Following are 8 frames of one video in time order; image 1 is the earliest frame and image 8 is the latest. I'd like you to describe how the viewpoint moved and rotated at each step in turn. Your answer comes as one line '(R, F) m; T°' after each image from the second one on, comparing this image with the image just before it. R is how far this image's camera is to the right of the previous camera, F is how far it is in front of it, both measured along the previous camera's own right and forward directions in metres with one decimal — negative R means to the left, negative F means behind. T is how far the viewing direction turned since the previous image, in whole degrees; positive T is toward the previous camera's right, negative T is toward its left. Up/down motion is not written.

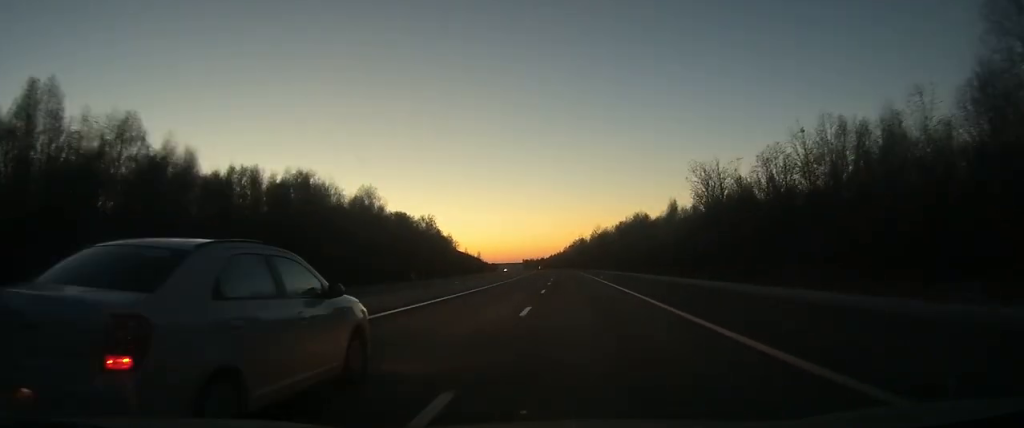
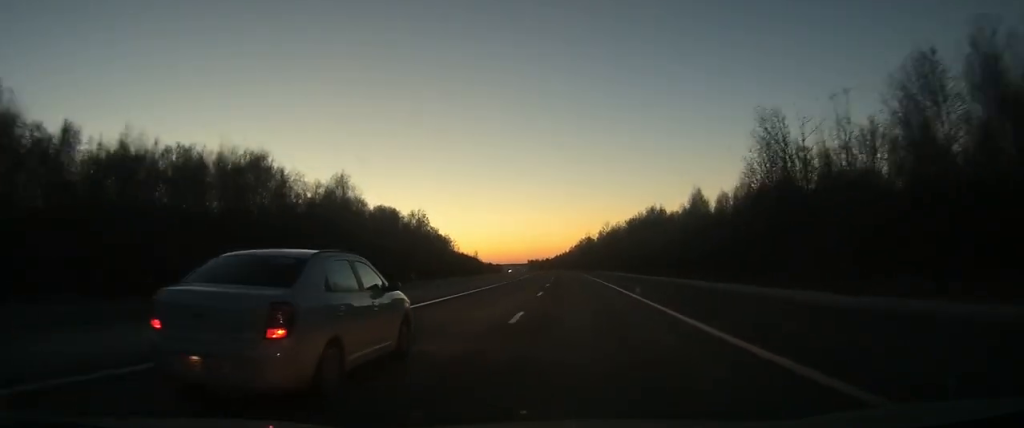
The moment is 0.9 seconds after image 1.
(0.0, +25.3) m; -1°
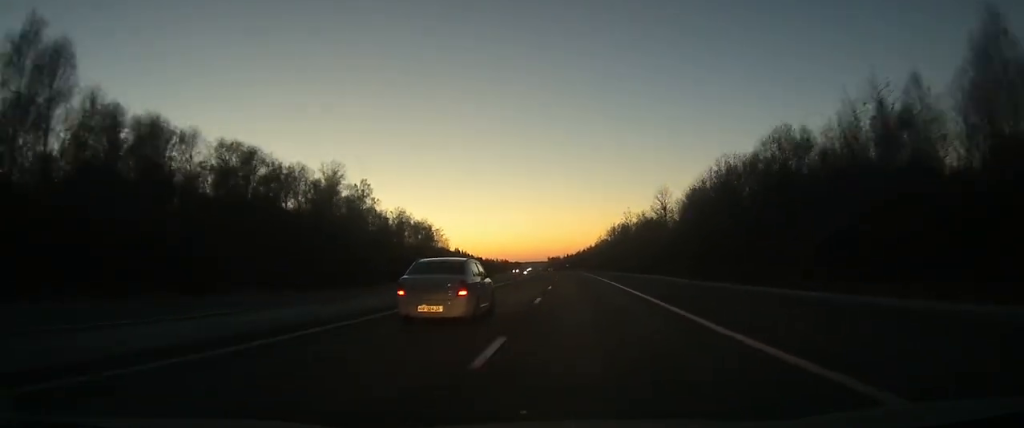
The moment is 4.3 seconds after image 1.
(-2.3, +101.0) m; -2°
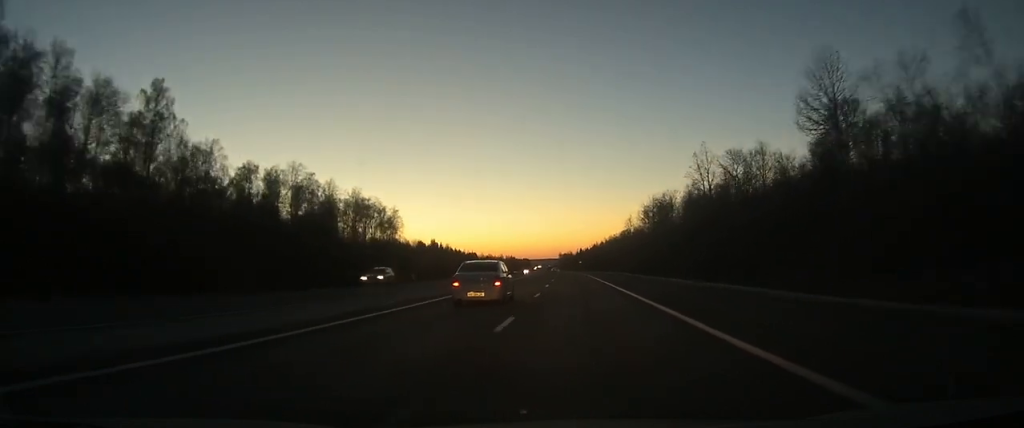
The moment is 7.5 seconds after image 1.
(-1.3, +91.1) m; -2°
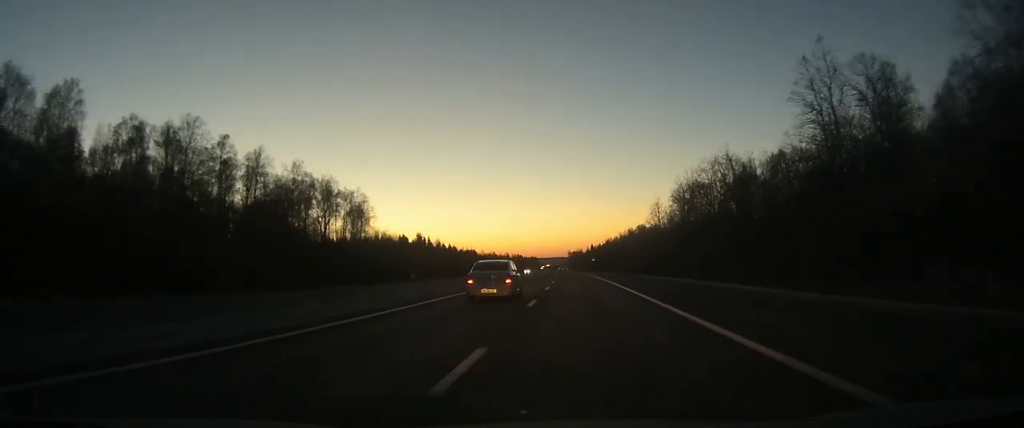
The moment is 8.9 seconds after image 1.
(-0.3, +40.8) m; -1°
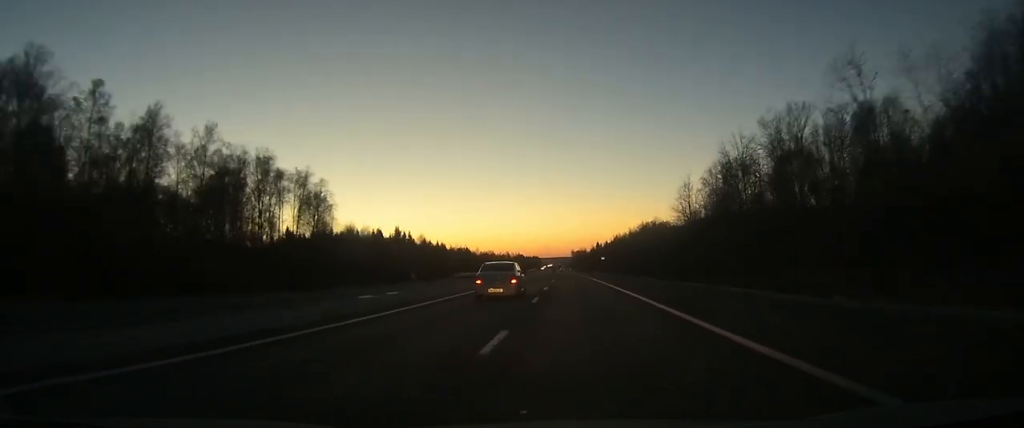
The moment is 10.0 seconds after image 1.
(-0.1, +33.1) m; 0°
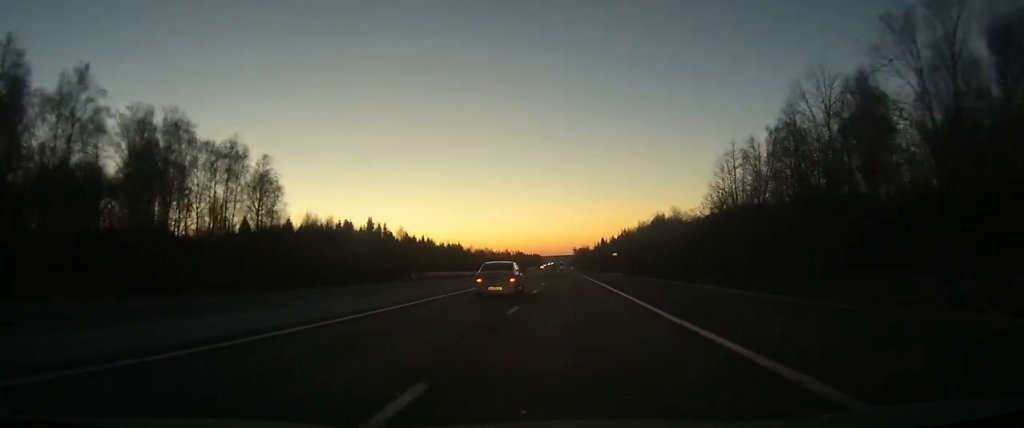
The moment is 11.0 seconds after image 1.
(0.0, +29.2) m; 0°
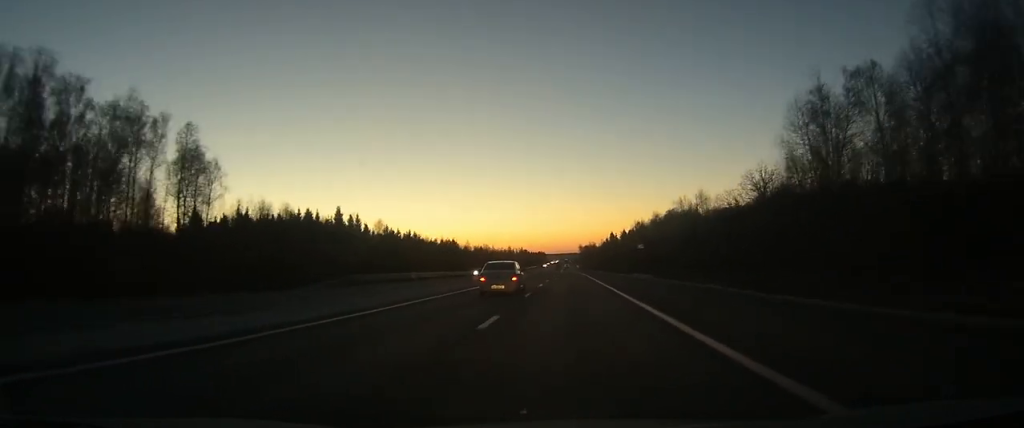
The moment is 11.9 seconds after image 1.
(-0.2, +27.3) m; 0°
